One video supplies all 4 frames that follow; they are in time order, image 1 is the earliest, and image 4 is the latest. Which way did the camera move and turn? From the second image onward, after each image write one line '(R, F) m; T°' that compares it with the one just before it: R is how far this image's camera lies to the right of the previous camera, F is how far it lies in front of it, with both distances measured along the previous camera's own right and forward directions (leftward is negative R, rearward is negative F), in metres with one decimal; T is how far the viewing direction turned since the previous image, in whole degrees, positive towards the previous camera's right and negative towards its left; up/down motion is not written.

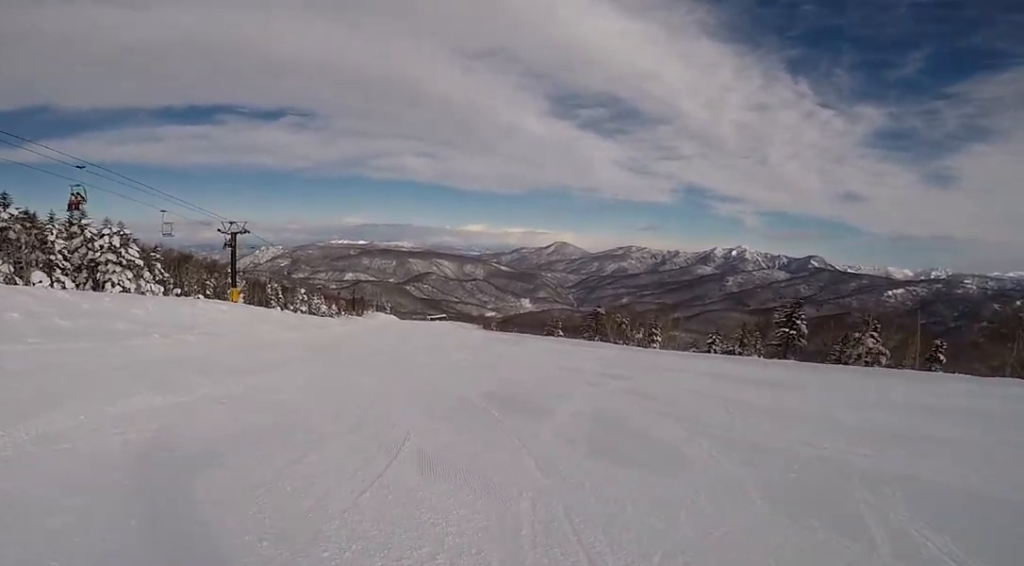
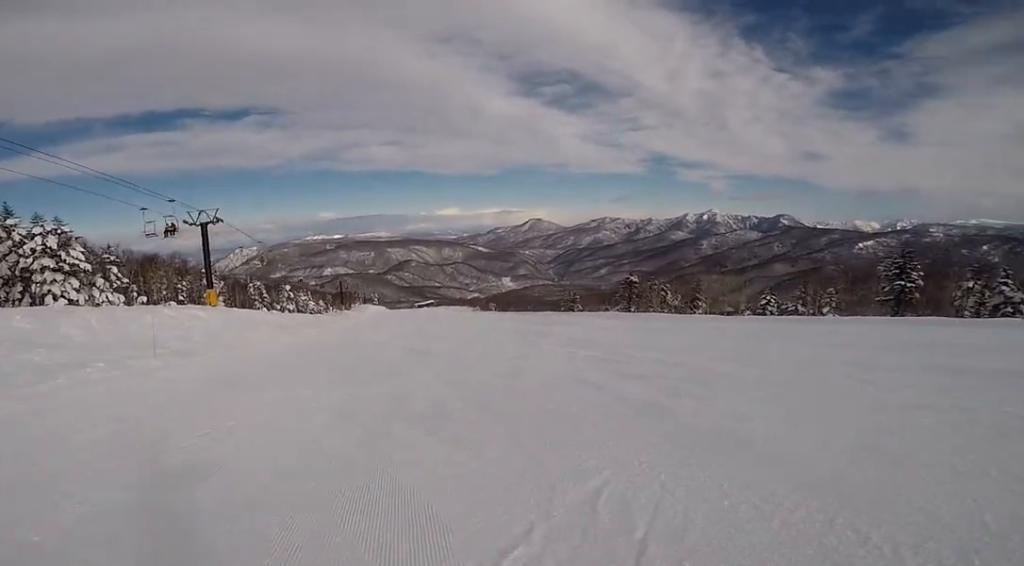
(+0.5, +10.1) m; +16°
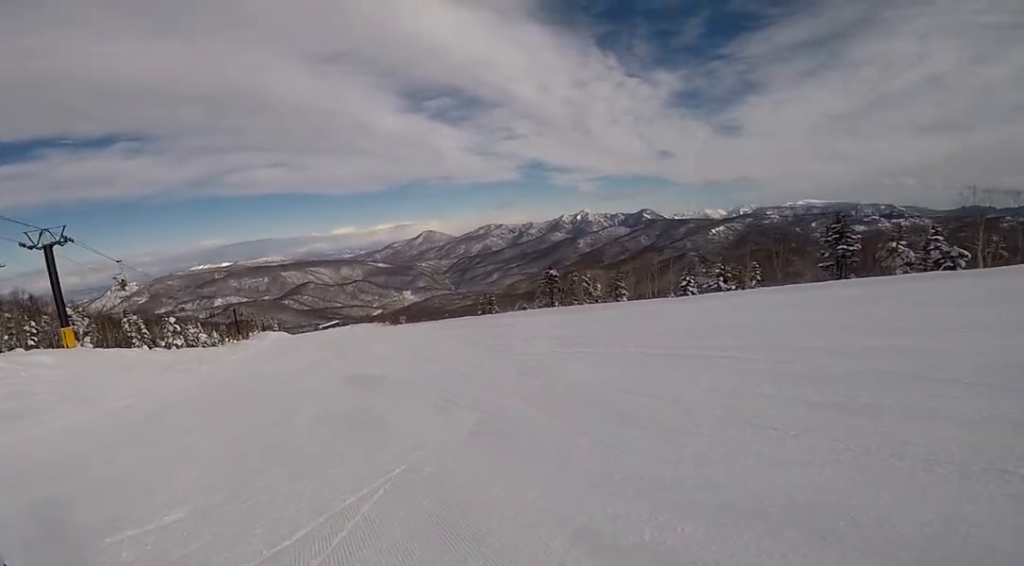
(+0.9, +6.5) m; +15°
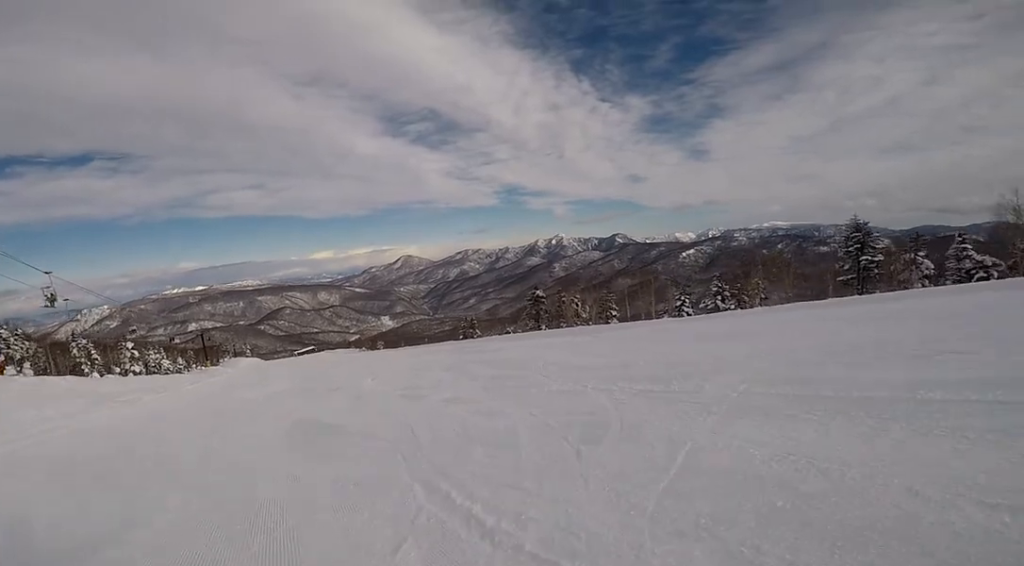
(+0.5, +4.8) m; +8°
